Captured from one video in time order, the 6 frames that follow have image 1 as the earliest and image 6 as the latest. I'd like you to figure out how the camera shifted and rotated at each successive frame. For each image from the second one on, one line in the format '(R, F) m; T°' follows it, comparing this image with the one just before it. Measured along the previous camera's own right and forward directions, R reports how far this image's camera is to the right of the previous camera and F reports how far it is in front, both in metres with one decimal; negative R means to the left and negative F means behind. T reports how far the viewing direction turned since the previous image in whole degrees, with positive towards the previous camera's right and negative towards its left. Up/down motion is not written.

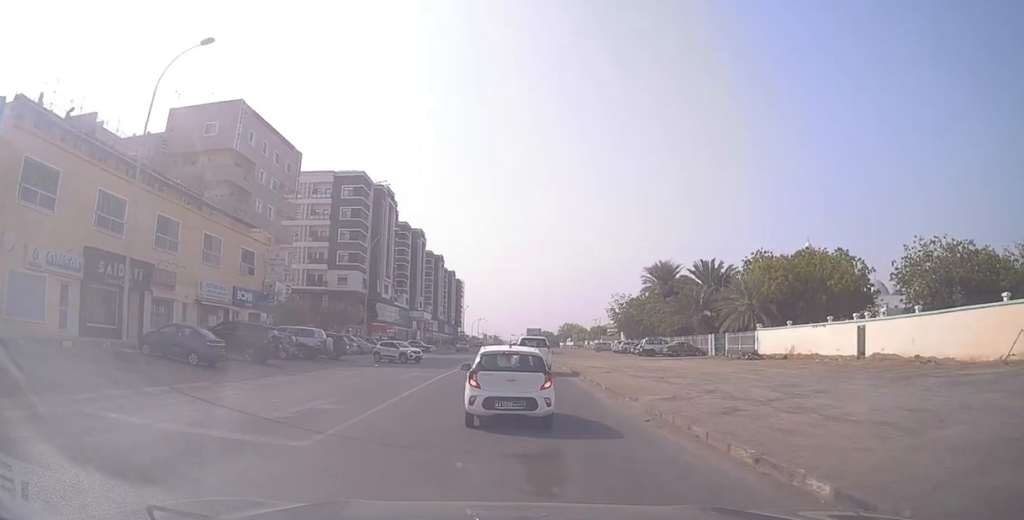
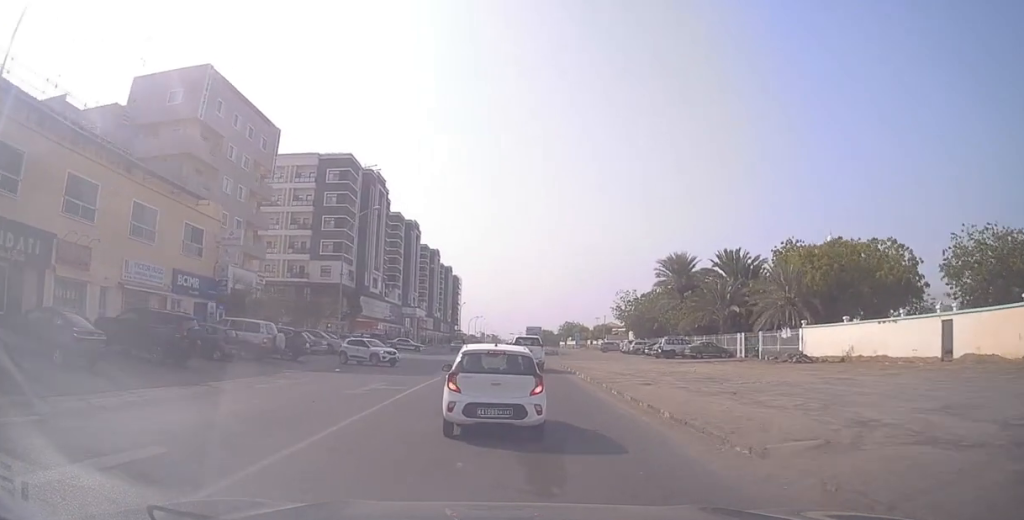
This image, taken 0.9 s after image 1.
(0.0, +9.3) m; 0°
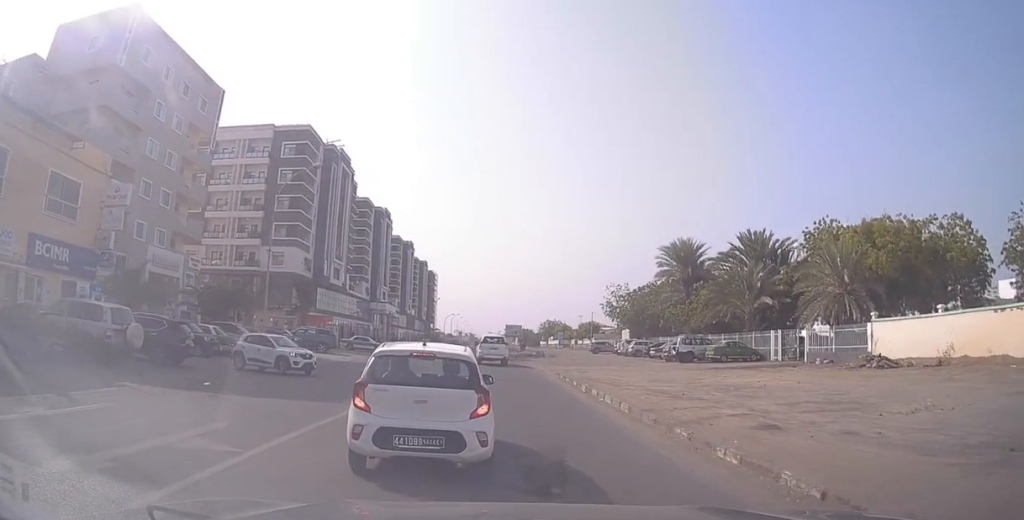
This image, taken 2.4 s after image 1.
(+0.1, +11.4) m; +3°
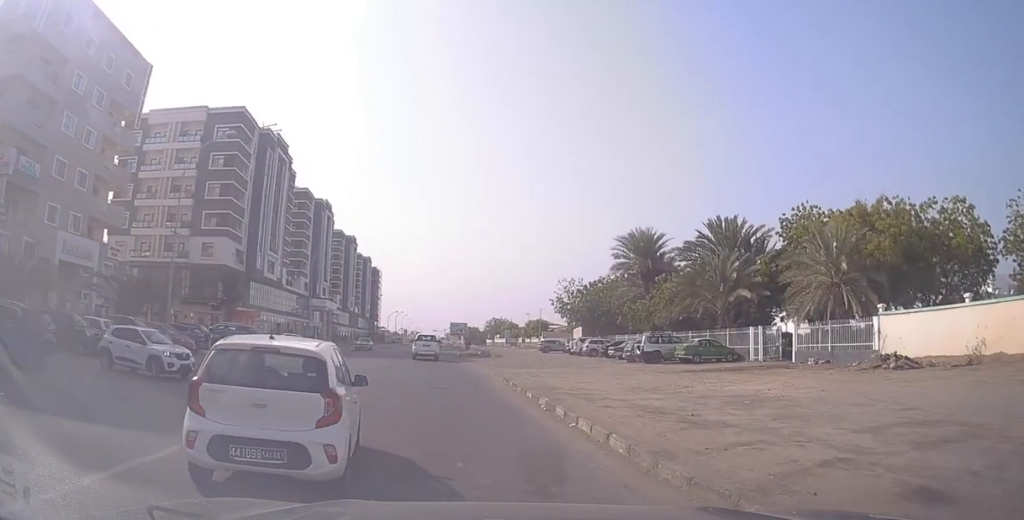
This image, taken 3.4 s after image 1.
(+0.2, +5.9) m; +2°
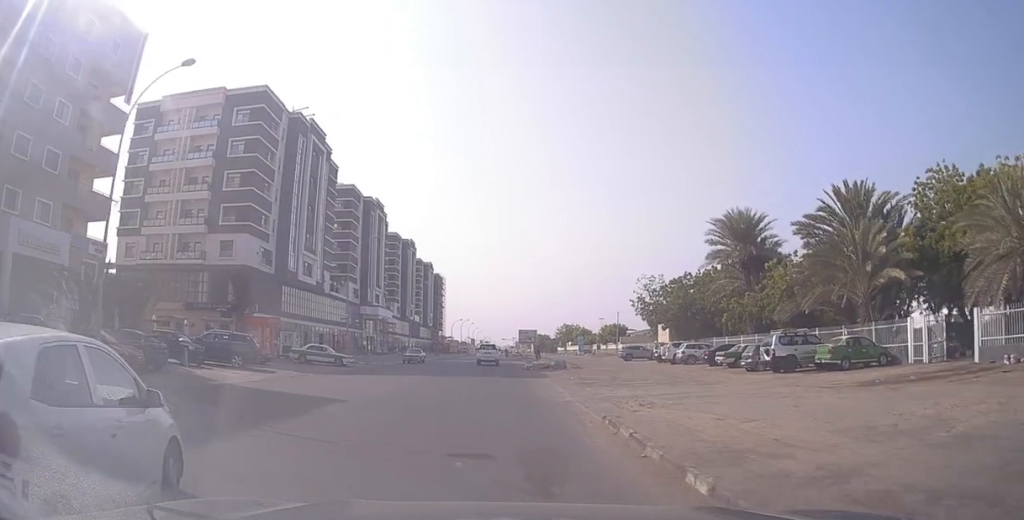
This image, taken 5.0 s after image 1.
(-0.5, +12.1) m; -7°
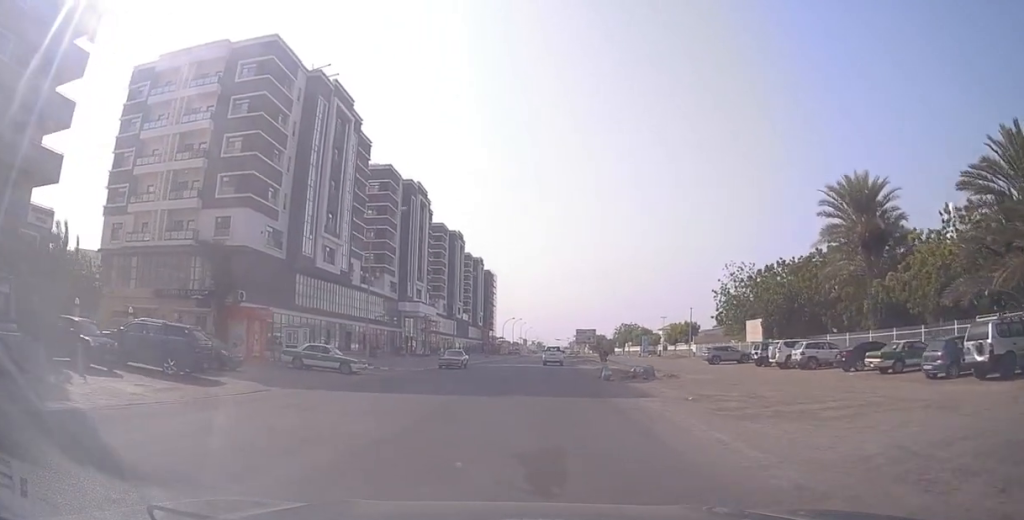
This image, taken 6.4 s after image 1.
(-0.6, +13.0) m; -3°
